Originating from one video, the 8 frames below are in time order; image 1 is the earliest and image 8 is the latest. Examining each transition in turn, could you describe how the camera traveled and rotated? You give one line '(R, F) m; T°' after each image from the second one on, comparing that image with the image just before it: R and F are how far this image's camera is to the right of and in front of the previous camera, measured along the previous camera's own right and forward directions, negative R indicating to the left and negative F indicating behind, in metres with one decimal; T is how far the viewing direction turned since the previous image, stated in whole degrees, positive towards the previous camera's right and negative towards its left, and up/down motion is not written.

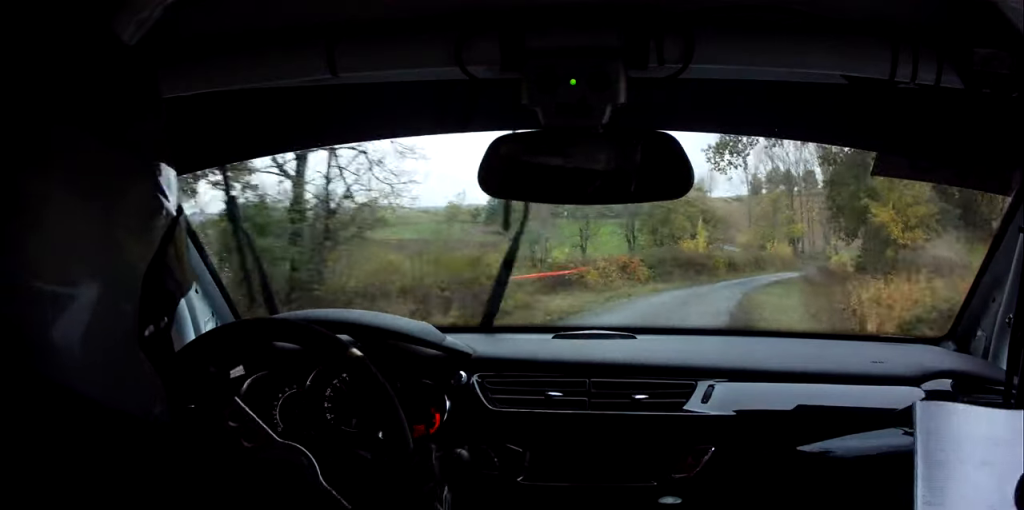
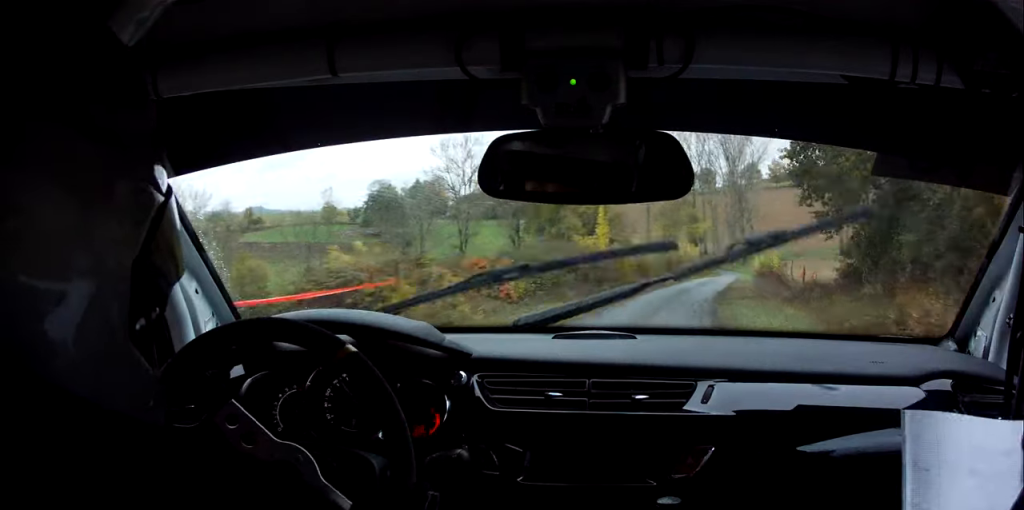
(+1.4, +14.5) m; +6°
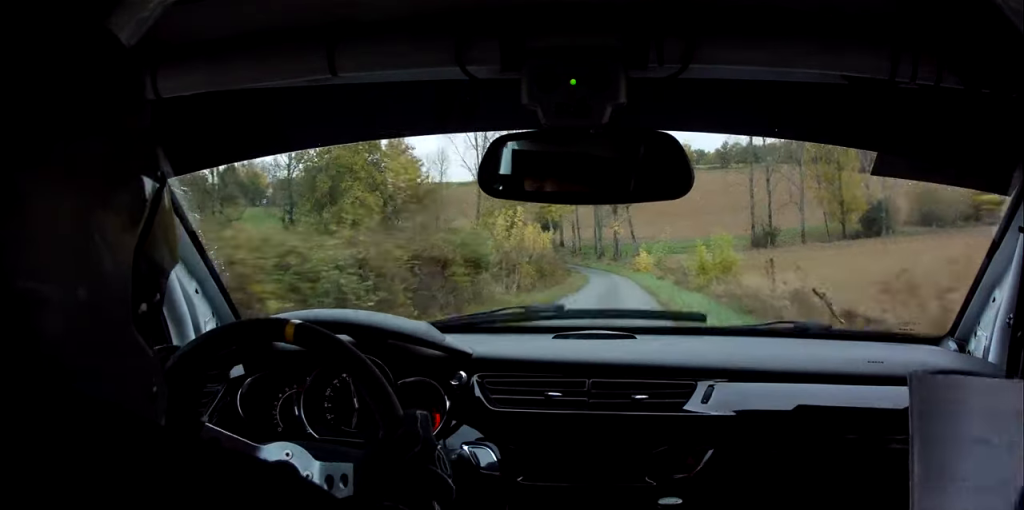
(+4.2, +38.8) m; +10°
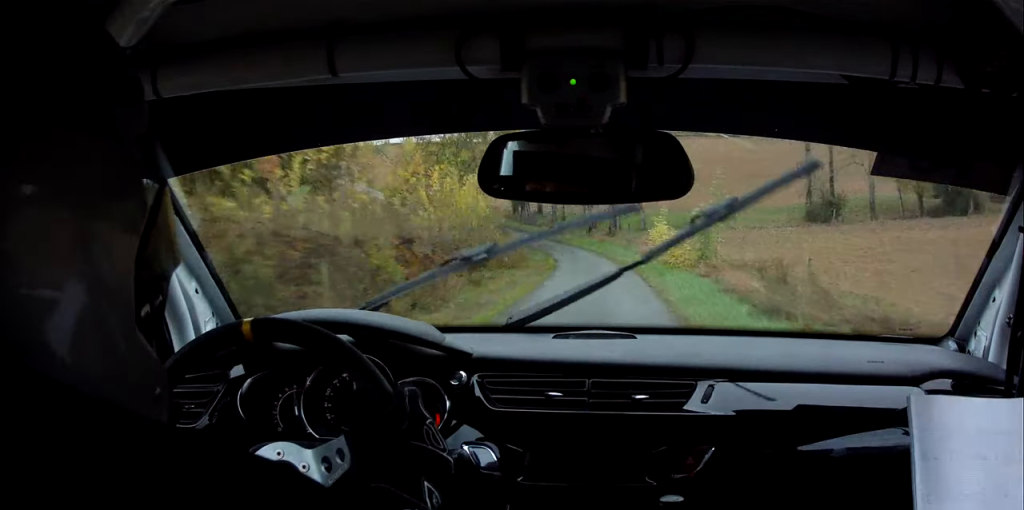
(+1.0, +28.9) m; 0°
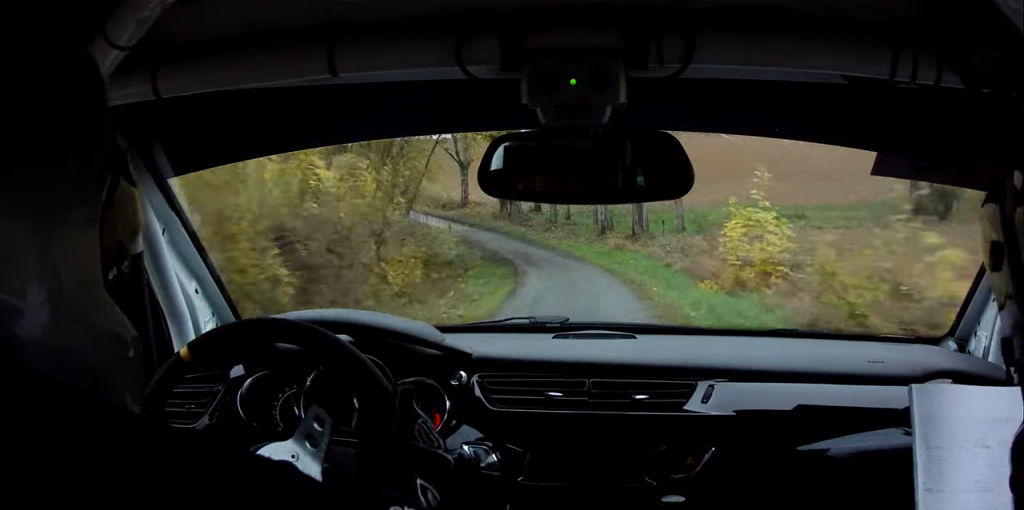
(-0.6, +21.2) m; -4°
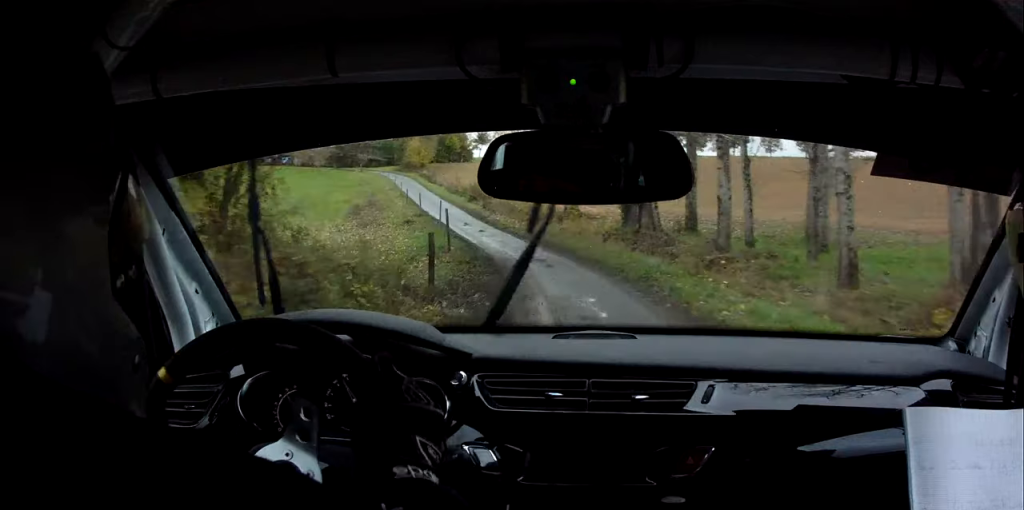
(-1.7, +28.1) m; -9°
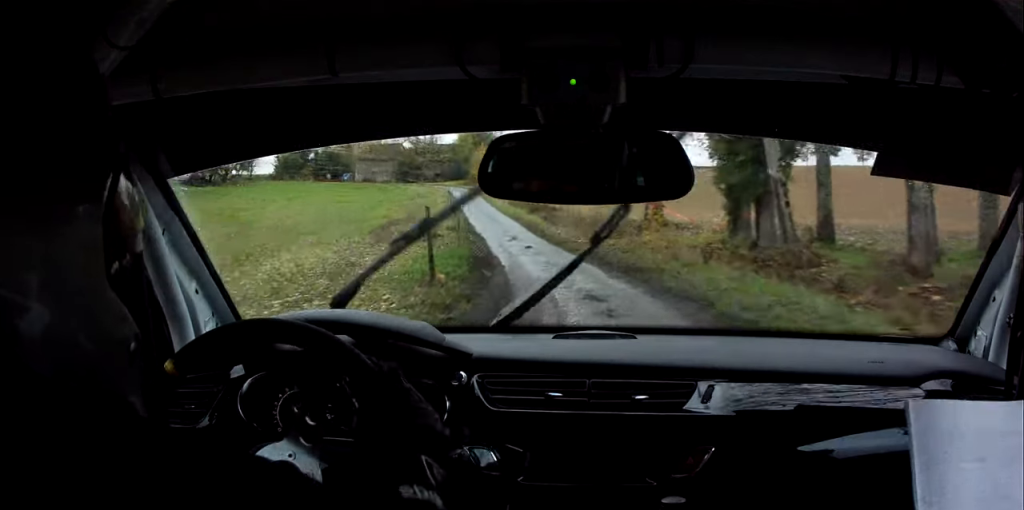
(-0.7, +10.7) m; -2°
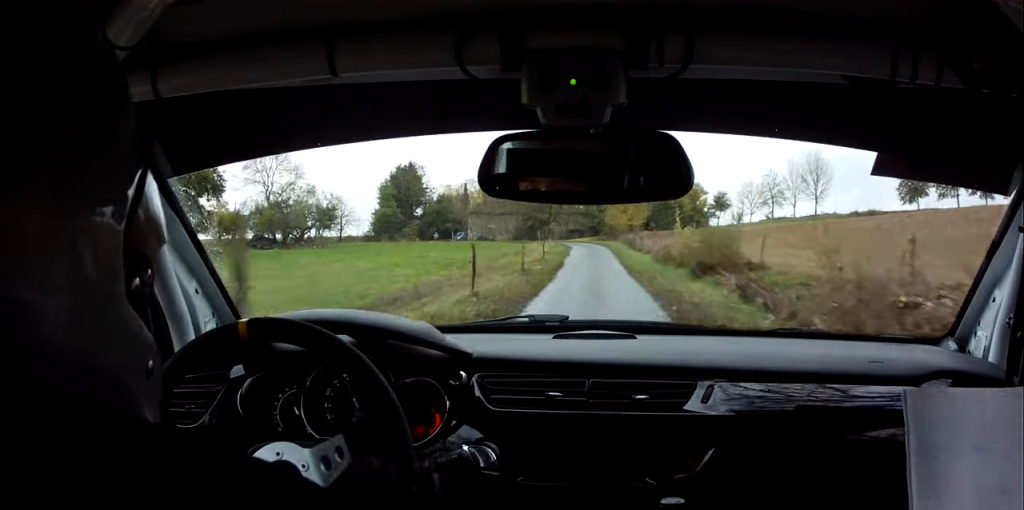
(-1.4, +28.6) m; -7°
